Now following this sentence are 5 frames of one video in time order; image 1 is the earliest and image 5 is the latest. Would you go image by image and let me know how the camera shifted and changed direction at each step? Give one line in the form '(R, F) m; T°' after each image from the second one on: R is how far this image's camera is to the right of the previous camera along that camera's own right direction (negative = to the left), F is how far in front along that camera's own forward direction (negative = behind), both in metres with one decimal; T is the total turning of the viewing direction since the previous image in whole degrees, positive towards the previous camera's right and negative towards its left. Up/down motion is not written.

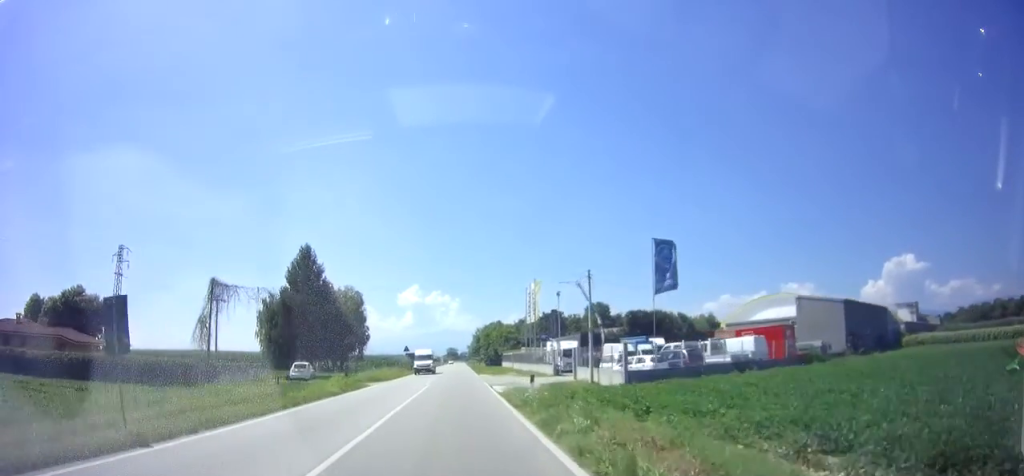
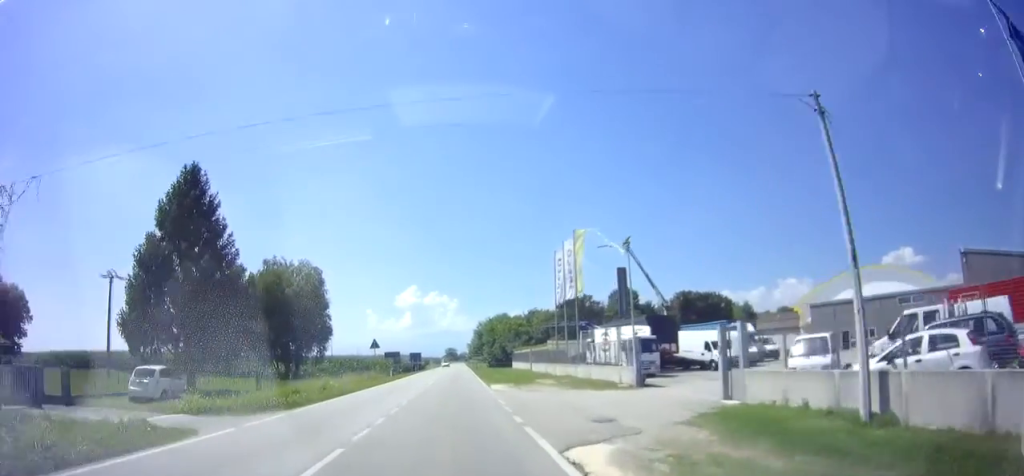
(+0.5, +22.3) m; 0°
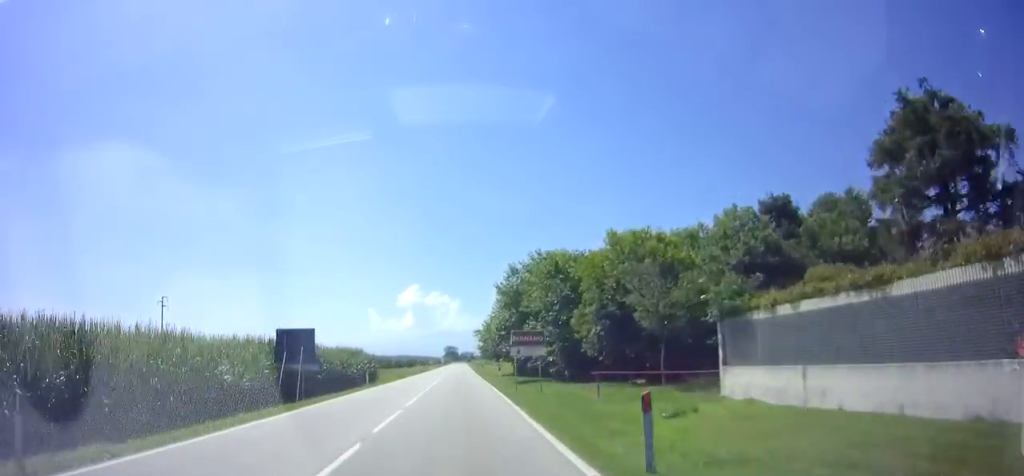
(-1.5, +65.1) m; -1°
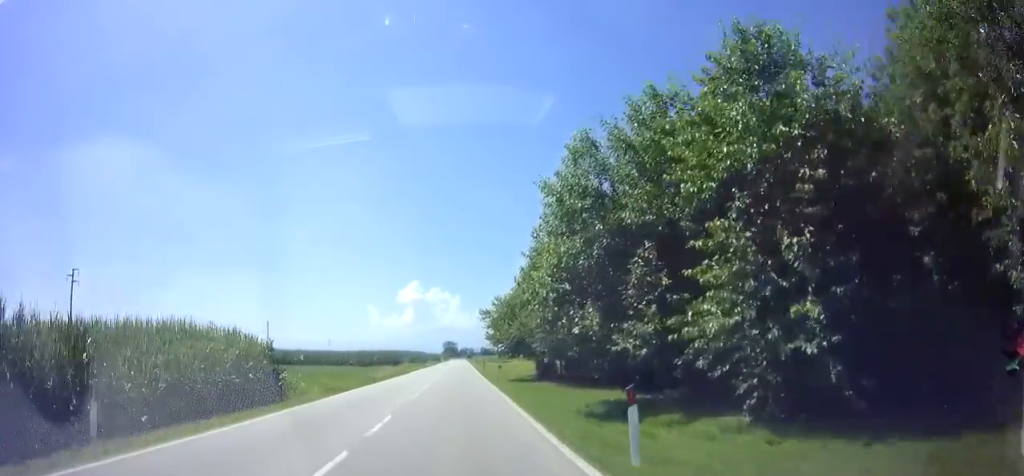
(+0.2, +25.2) m; +1°
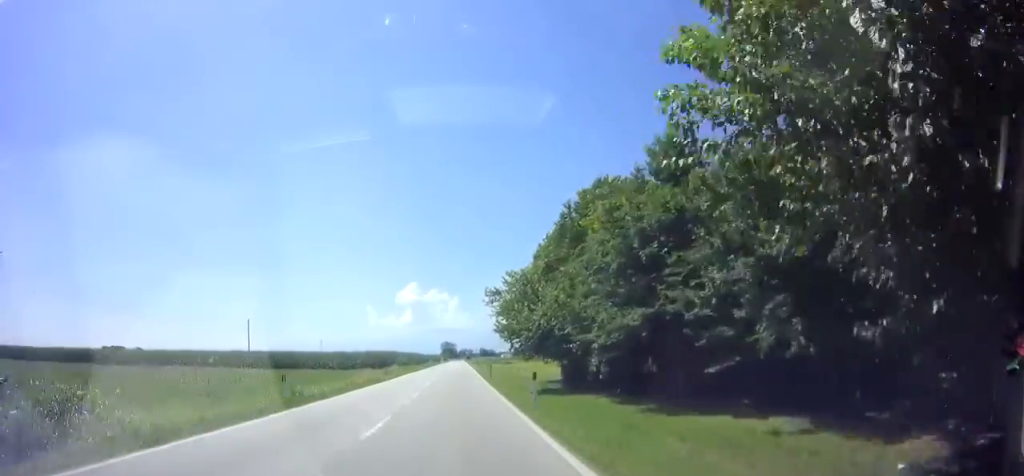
(0.0, +15.0) m; 0°
